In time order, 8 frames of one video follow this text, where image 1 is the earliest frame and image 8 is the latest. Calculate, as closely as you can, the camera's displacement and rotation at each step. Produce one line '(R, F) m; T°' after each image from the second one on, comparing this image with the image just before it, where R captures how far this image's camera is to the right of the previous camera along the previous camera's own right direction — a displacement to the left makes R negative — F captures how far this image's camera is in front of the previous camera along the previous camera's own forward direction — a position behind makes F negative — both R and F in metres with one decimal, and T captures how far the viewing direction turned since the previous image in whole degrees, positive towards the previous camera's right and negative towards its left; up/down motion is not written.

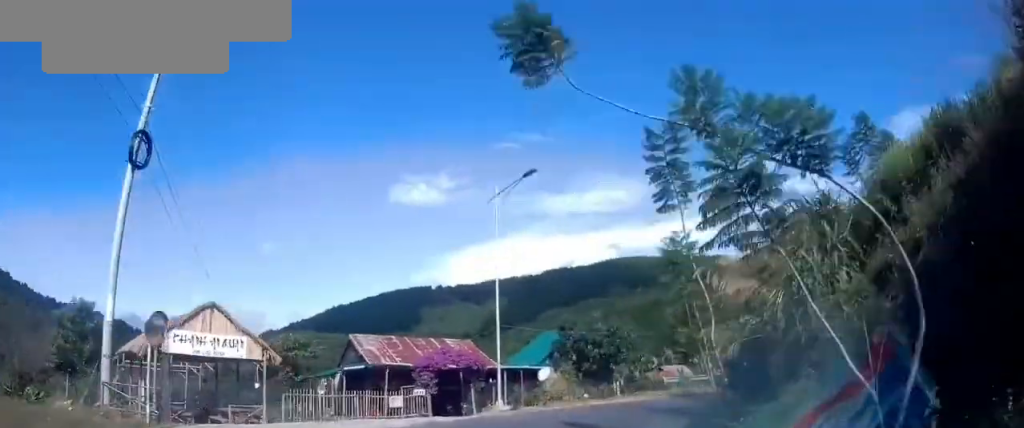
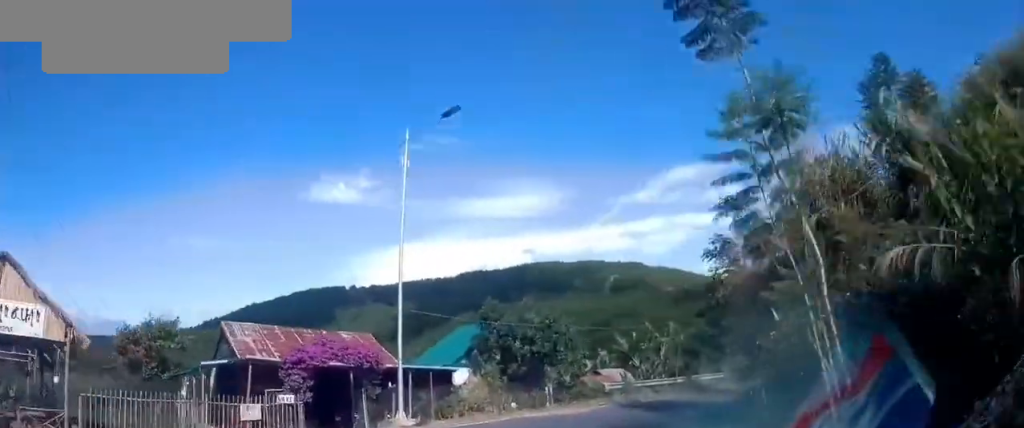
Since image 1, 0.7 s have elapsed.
(+0.4, +5.1) m; +10°
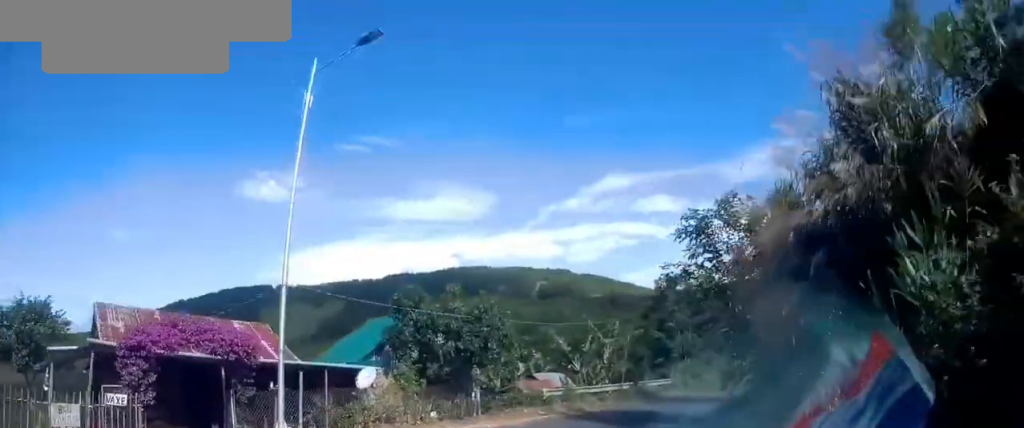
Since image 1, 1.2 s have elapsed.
(+0.2, +3.5) m; +9°
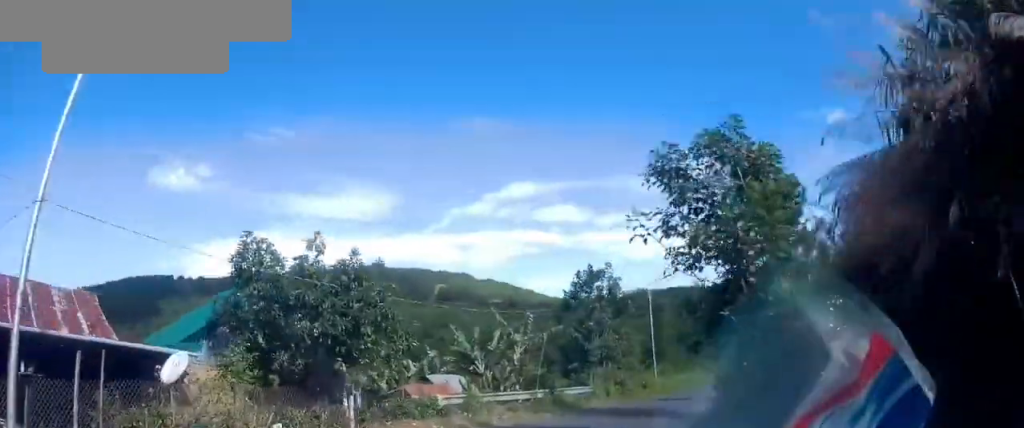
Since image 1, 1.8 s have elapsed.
(+0.5, +4.6) m; +10°
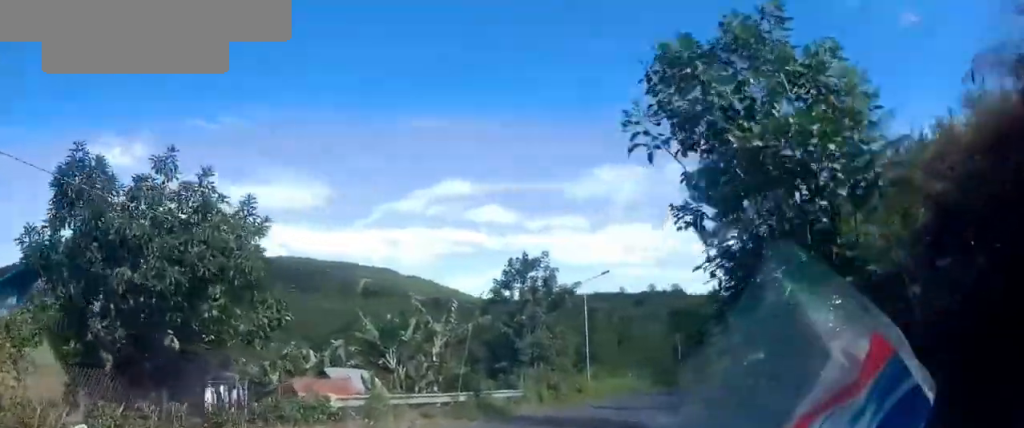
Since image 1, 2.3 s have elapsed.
(+0.1, +3.5) m; +7°
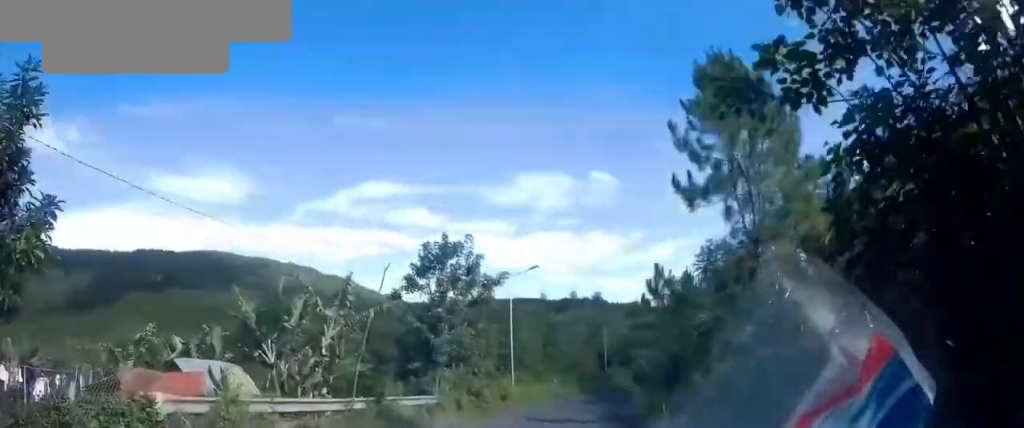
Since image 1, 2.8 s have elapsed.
(+0.4, +3.8) m; +8°
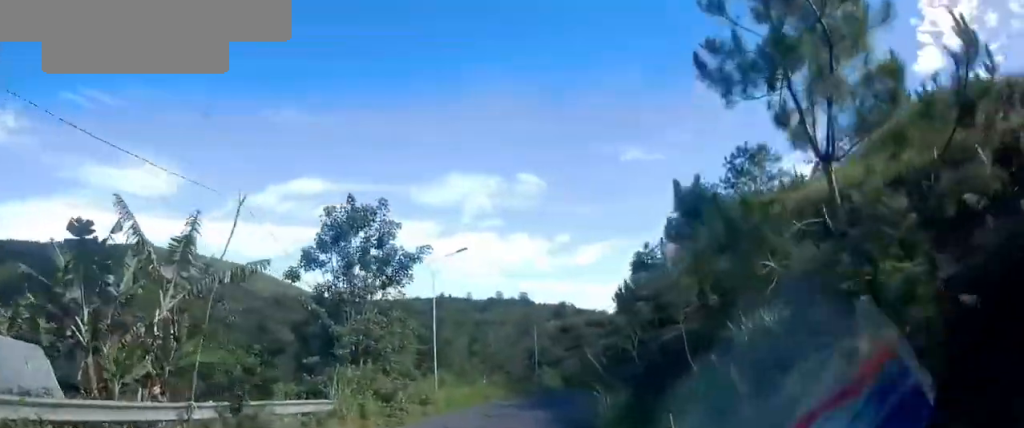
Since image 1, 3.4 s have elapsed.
(+0.1, +4.4) m; +9°
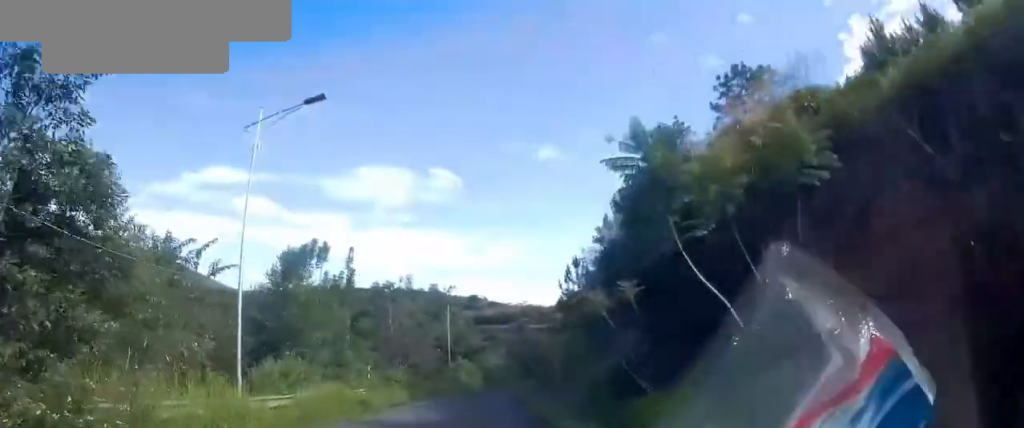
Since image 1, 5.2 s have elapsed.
(+3.1, +15.7) m; +11°
